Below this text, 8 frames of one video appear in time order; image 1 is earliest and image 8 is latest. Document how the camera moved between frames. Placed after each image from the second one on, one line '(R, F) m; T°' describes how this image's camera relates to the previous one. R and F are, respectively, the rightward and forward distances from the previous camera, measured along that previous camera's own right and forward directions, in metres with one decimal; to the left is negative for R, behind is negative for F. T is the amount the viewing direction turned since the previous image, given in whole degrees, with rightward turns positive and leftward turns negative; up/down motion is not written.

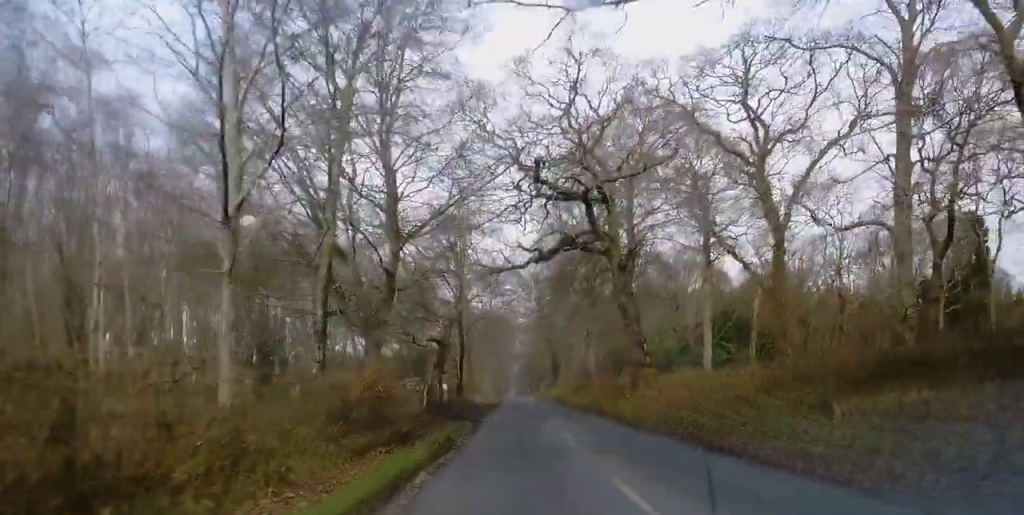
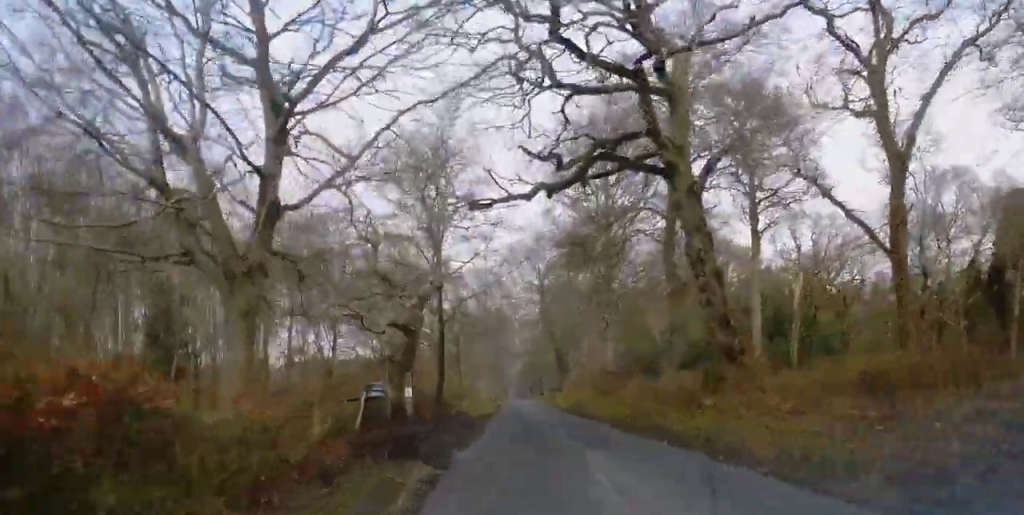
(+0.3, +14.9) m; +1°
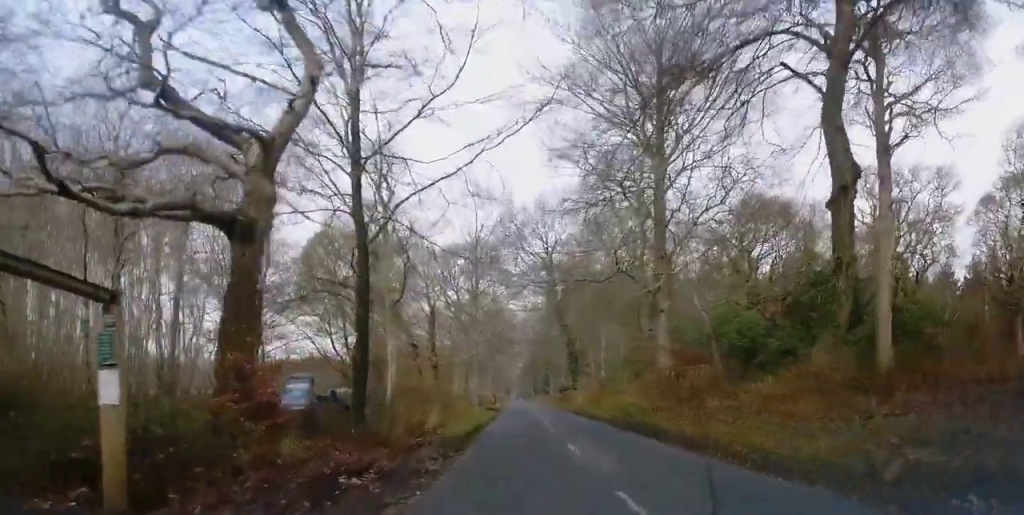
(0.0, +20.6) m; -1°
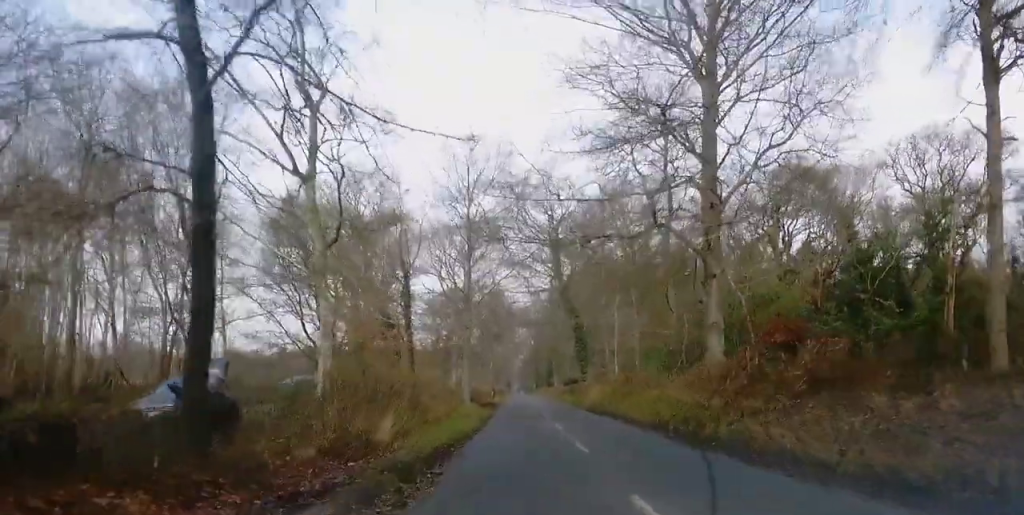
(0.0, +9.7) m; 0°
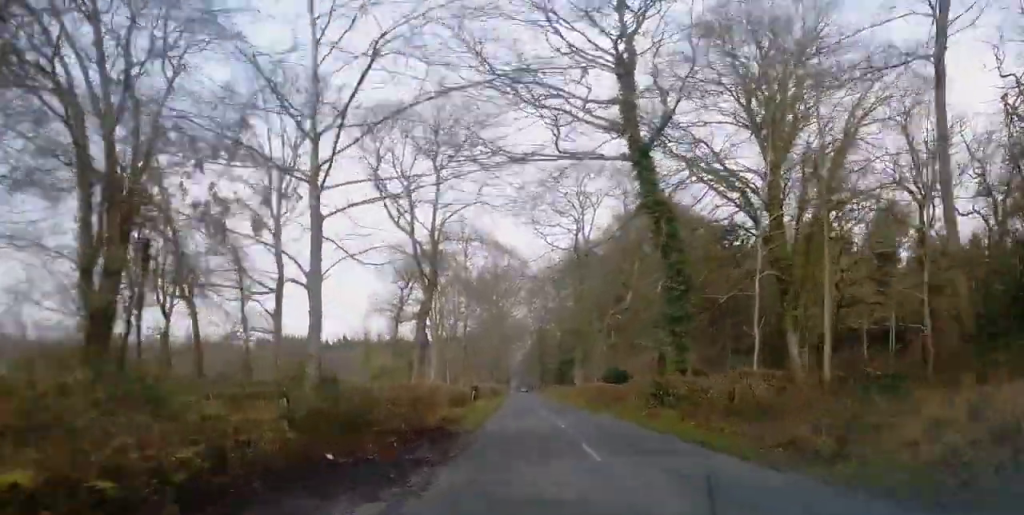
(-0.1, +44.7) m; 0°
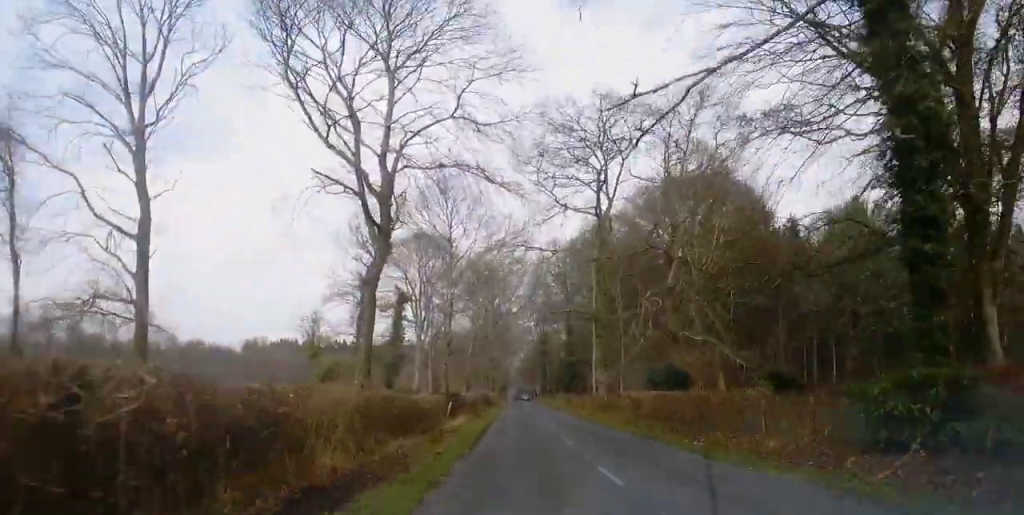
(-0.3, +19.8) m; 0°
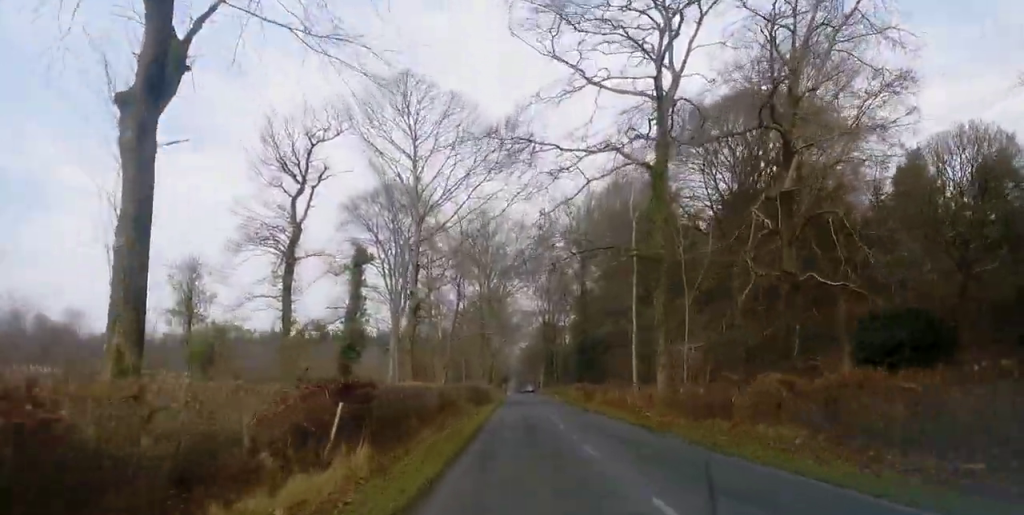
(+0.3, +22.5) m; +1°
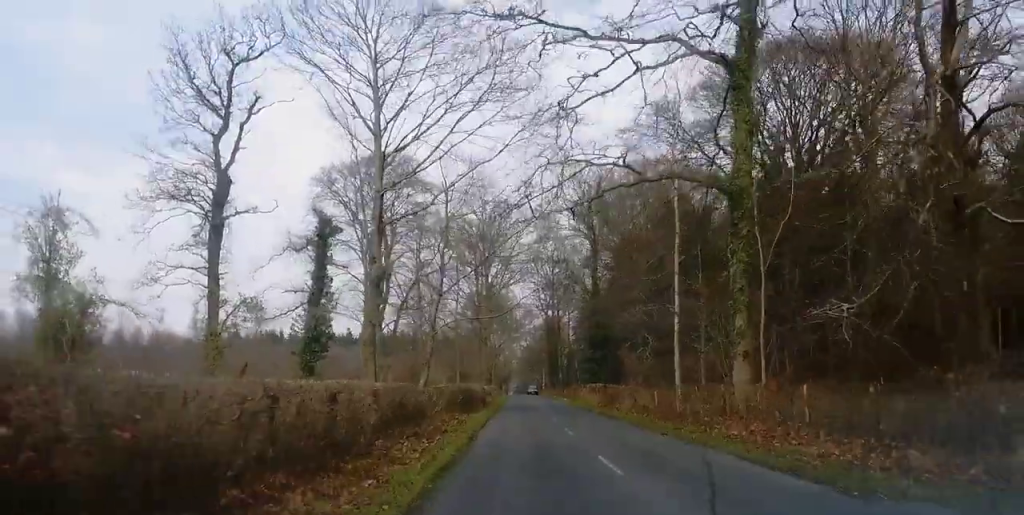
(0.0, +12.1) m; 0°
